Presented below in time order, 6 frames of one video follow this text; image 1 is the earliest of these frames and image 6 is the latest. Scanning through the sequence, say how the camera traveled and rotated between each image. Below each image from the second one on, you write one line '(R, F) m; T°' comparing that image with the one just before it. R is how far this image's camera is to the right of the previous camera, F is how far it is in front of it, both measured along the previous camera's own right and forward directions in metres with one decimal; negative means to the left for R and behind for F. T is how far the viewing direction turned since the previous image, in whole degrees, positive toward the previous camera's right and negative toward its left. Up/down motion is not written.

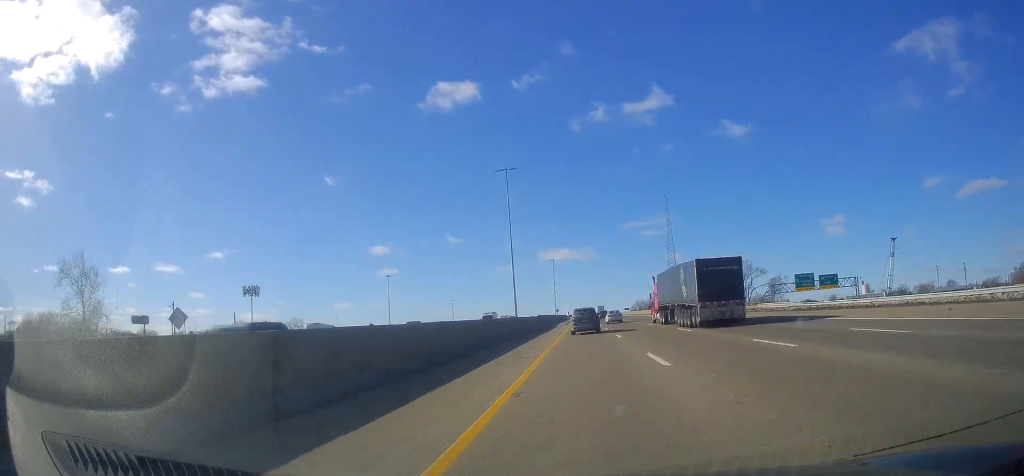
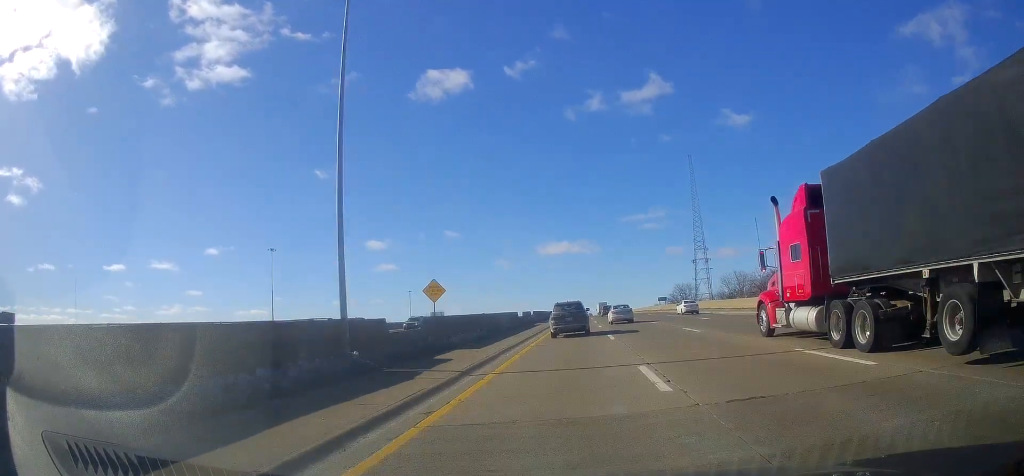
(-0.3, +112.1) m; 0°
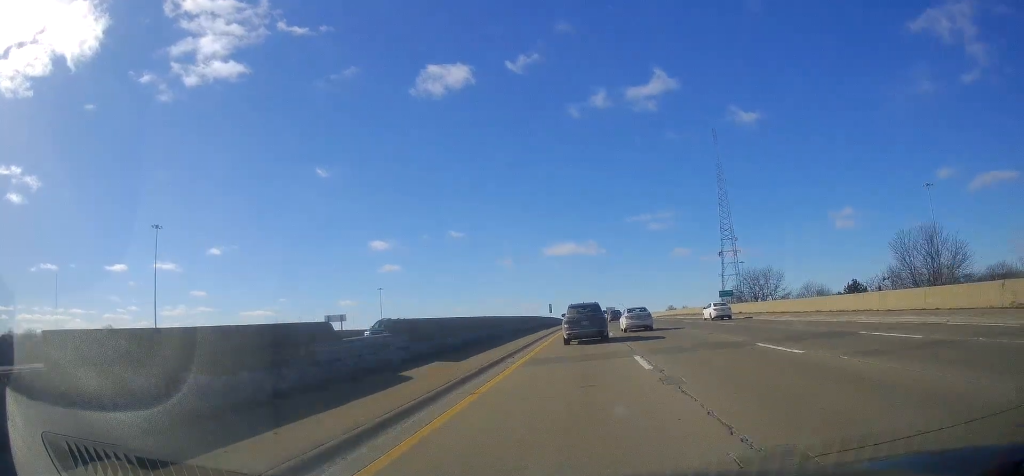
(+0.2, +58.4) m; +1°
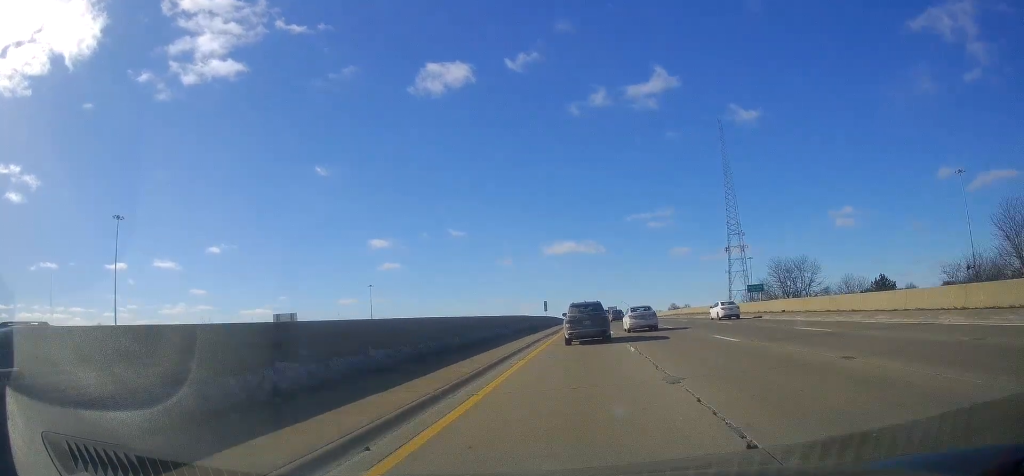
(+0.2, +13.8) m; 0°
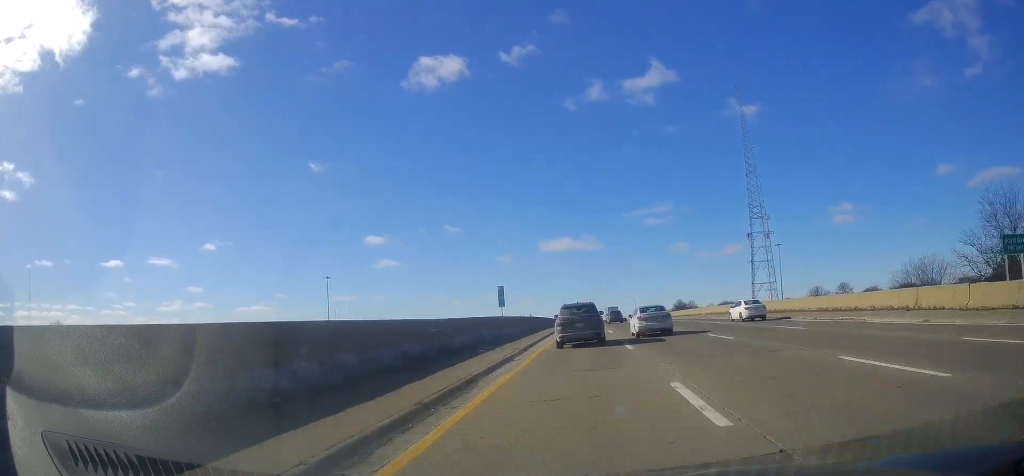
(-0.3, +44.6) m; -1°
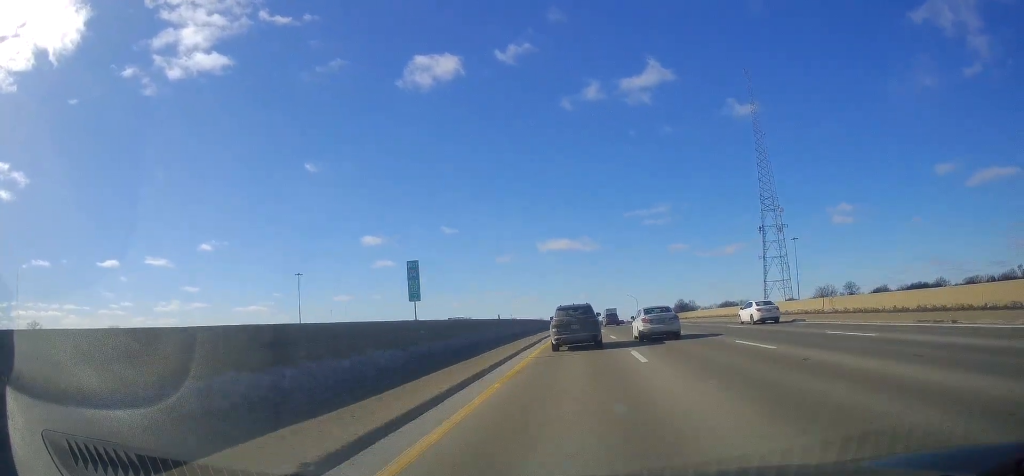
(0.0, +21.4) m; 0°
